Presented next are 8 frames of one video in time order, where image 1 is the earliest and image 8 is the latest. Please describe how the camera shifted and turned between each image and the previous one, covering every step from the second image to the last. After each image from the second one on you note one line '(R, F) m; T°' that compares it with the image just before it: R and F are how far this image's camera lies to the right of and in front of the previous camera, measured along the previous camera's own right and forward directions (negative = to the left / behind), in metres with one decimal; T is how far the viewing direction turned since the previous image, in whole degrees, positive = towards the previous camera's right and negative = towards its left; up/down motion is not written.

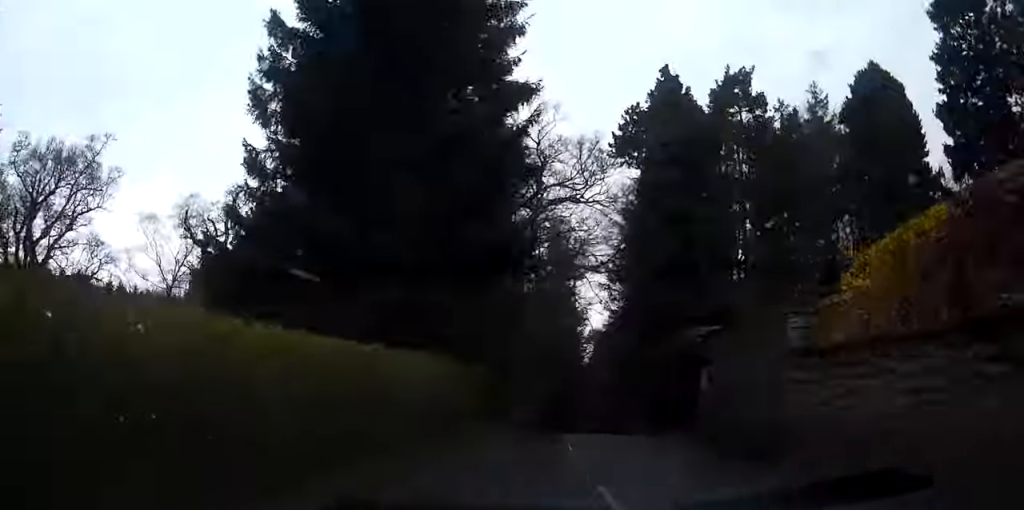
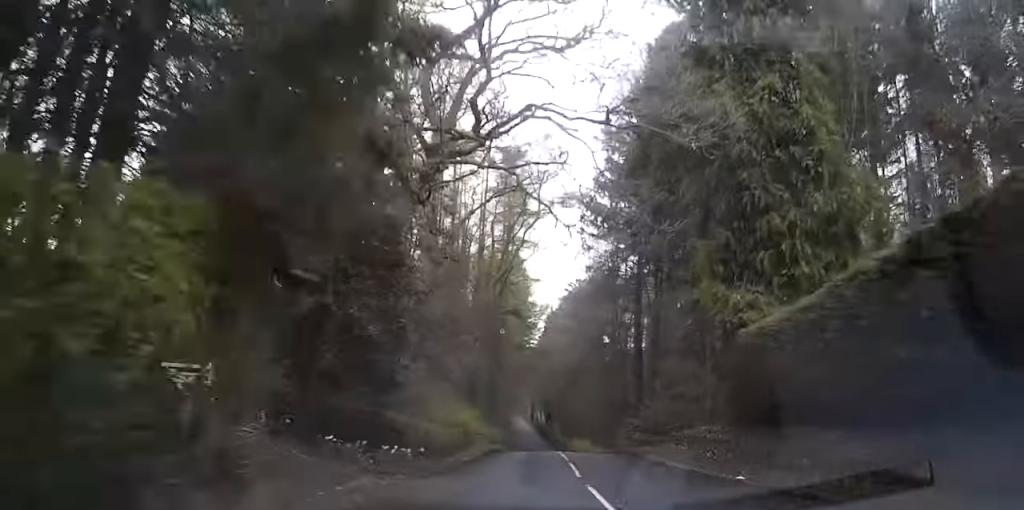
(+0.8, +22.9) m; +3°
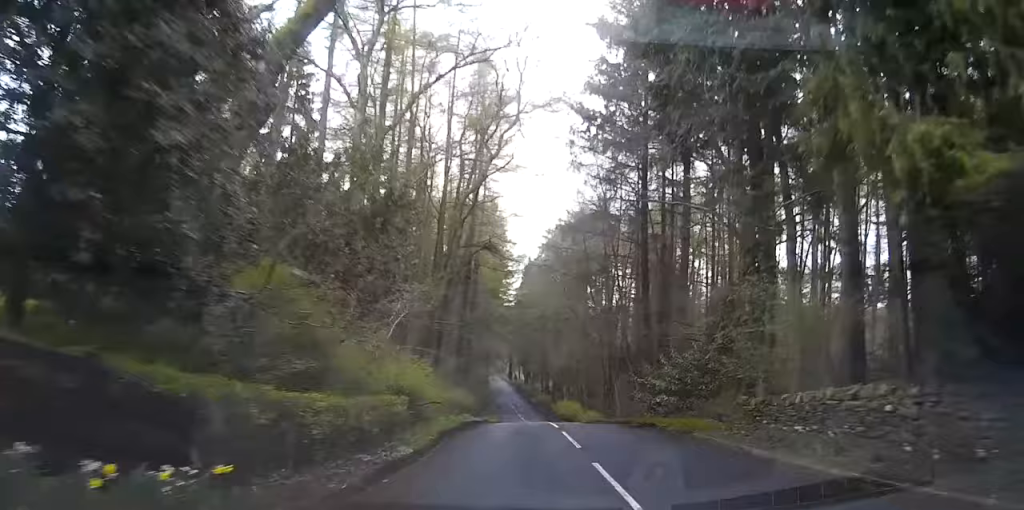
(+0.2, +11.6) m; +1°
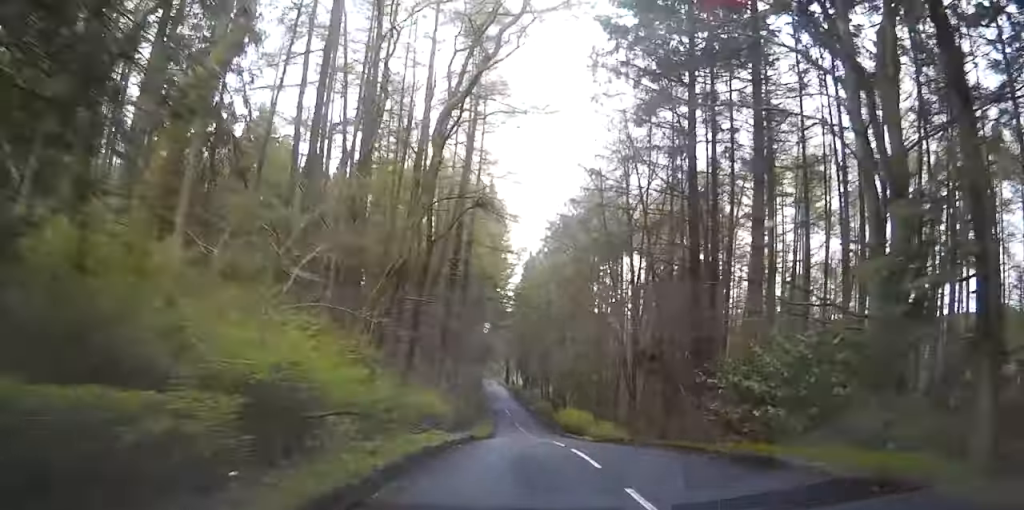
(+0.1, +12.2) m; +2°
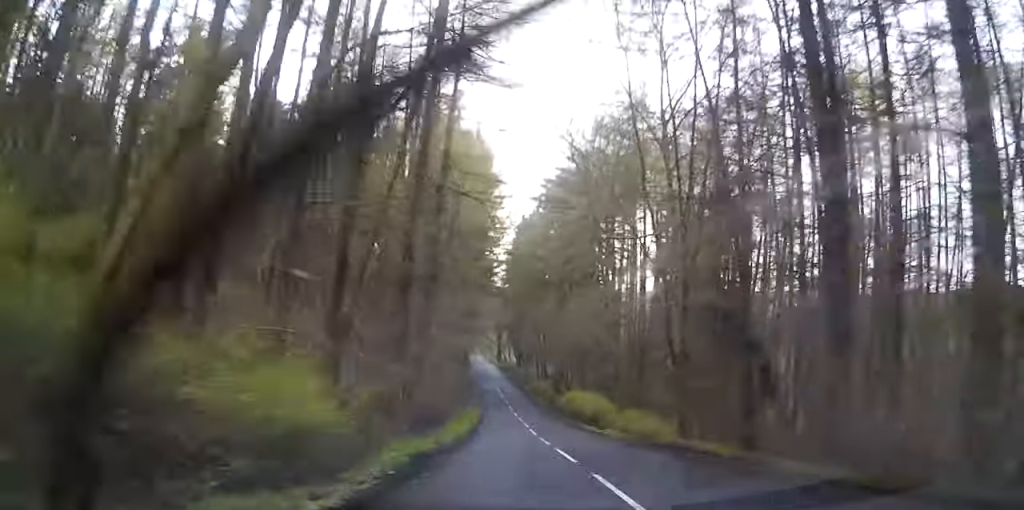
(-0.1, +14.8) m; +2°
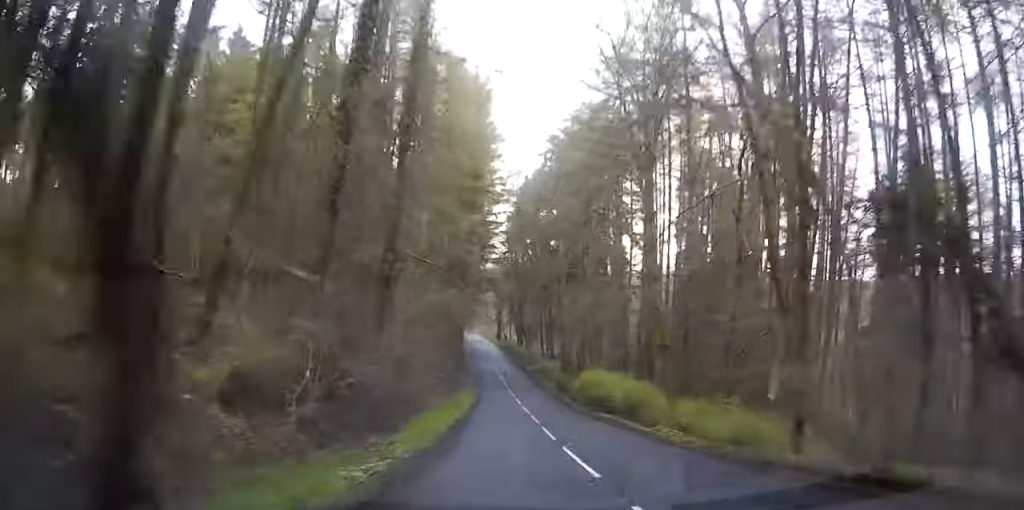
(+0.7, +11.5) m; 0°
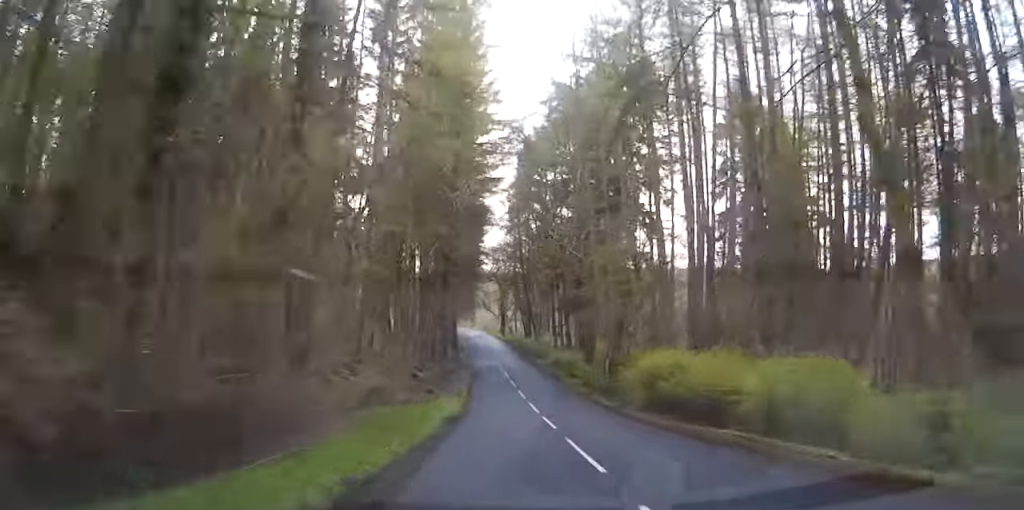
(-0.3, +15.8) m; -1°
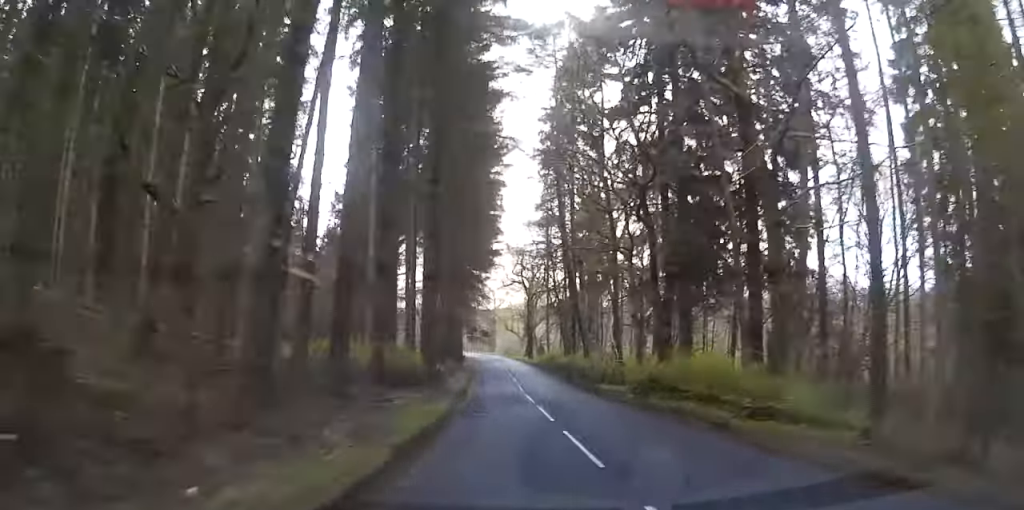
(-0.3, +31.7) m; +1°
